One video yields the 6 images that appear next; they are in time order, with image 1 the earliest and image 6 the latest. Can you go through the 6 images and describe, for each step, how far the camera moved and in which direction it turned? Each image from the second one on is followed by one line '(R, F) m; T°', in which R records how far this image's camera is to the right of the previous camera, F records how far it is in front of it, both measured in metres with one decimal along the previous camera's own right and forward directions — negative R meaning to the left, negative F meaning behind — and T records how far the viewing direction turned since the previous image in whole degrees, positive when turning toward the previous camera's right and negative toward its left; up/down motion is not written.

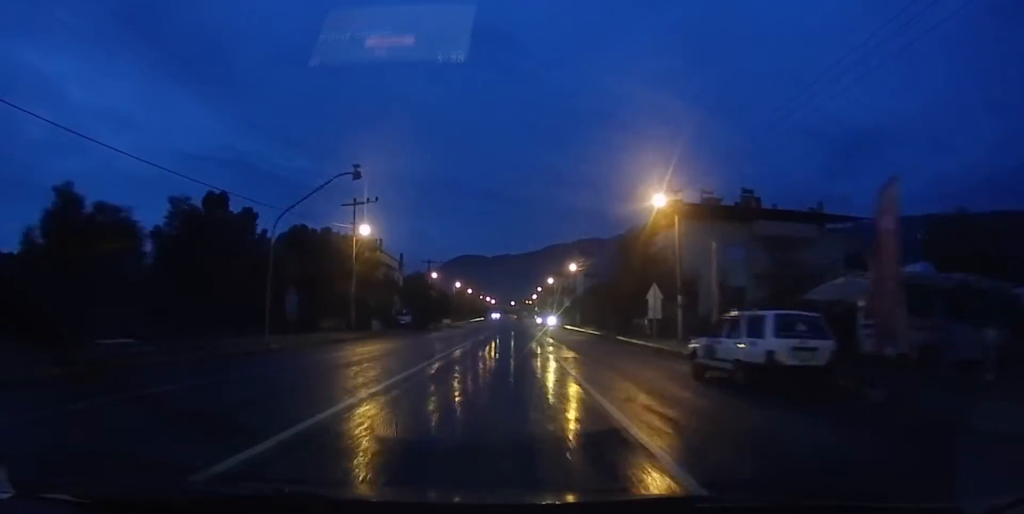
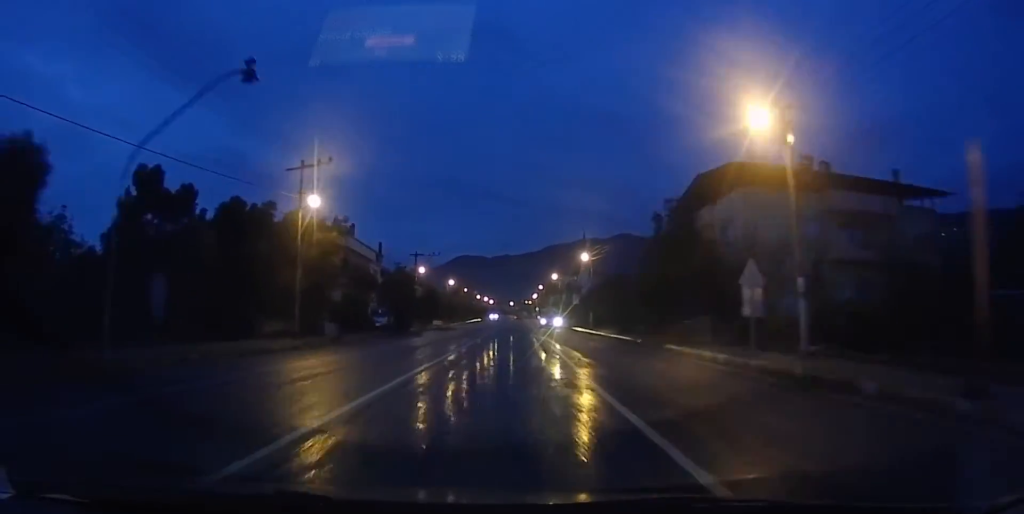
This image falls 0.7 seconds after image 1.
(0.0, +10.8) m; 0°
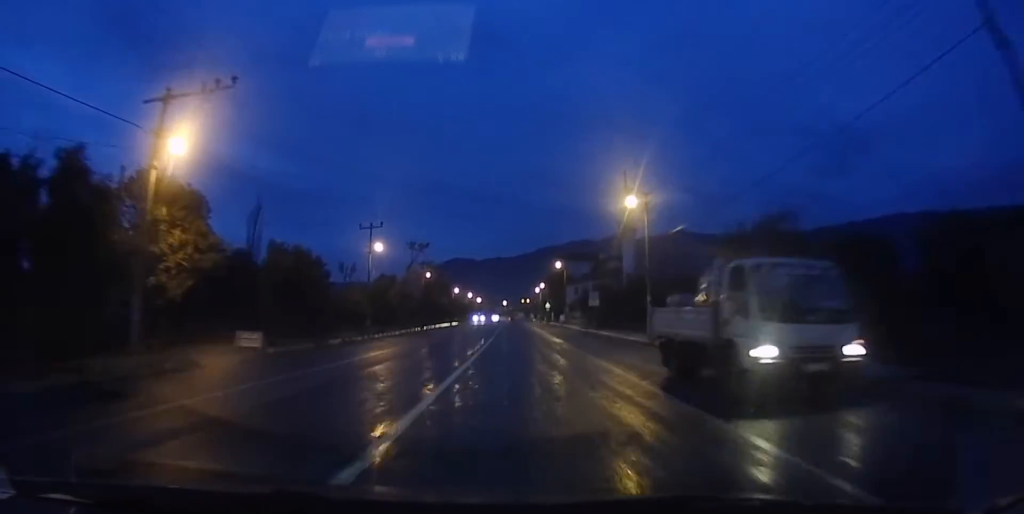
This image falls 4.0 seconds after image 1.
(-0.6, +55.2) m; 0°
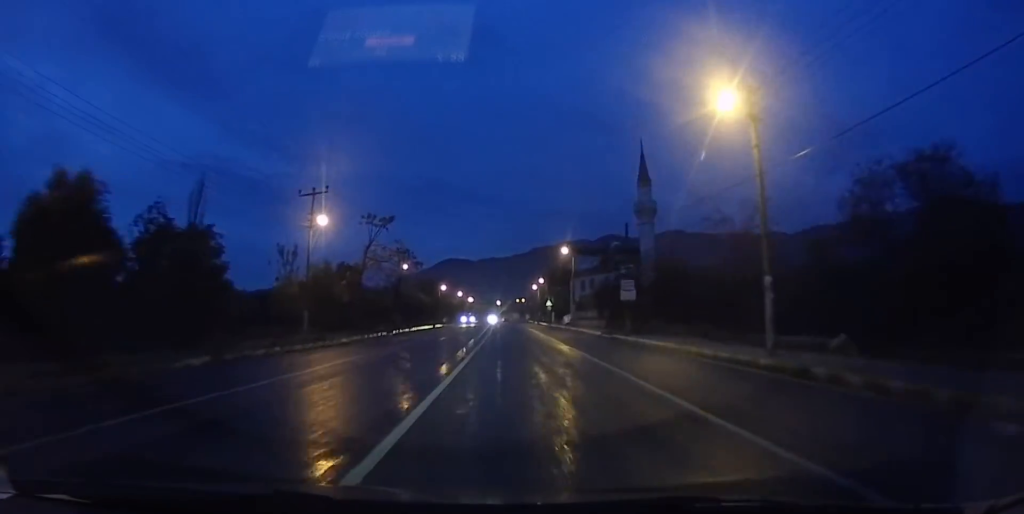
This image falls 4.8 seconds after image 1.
(+0.2, +13.9) m; +1°
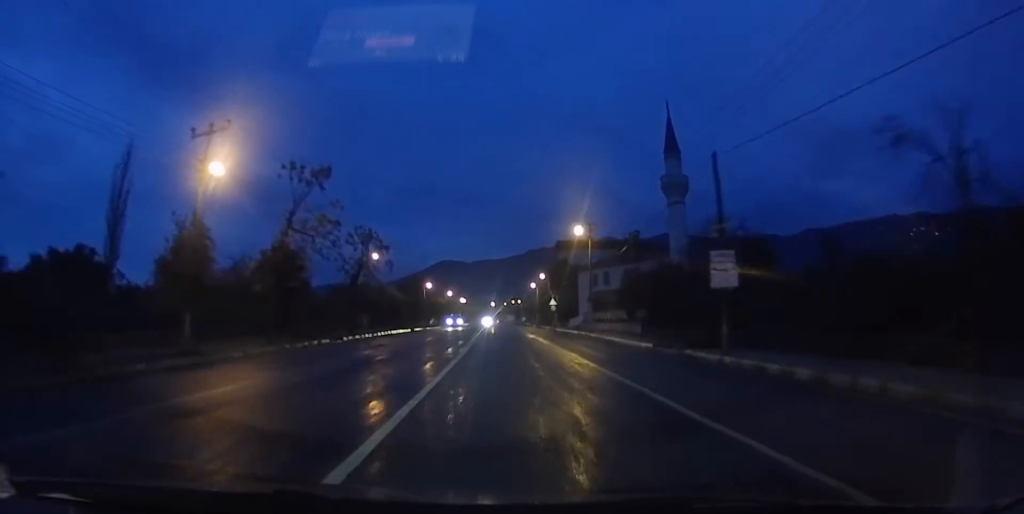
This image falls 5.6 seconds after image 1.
(+0.1, +13.5) m; 0°
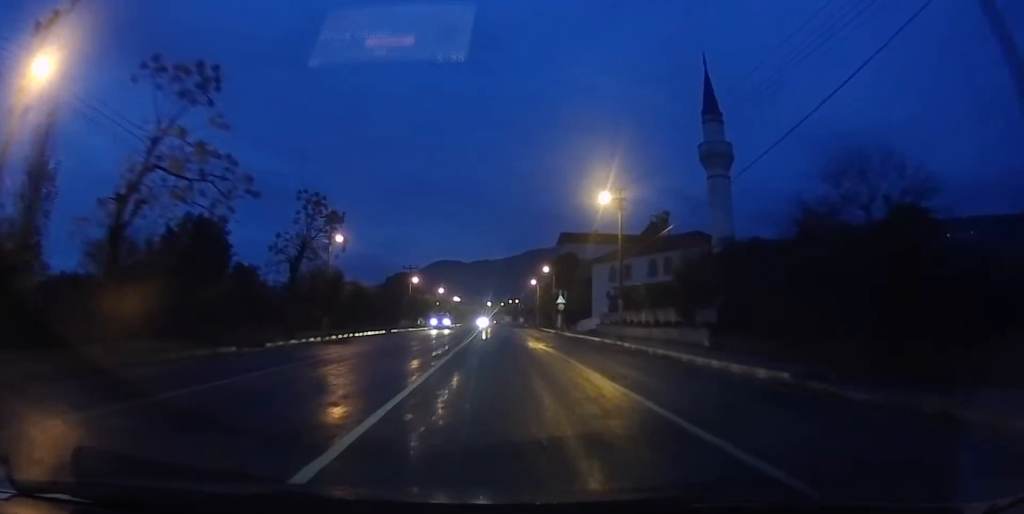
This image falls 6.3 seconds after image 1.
(0.0, +11.3) m; 0°
